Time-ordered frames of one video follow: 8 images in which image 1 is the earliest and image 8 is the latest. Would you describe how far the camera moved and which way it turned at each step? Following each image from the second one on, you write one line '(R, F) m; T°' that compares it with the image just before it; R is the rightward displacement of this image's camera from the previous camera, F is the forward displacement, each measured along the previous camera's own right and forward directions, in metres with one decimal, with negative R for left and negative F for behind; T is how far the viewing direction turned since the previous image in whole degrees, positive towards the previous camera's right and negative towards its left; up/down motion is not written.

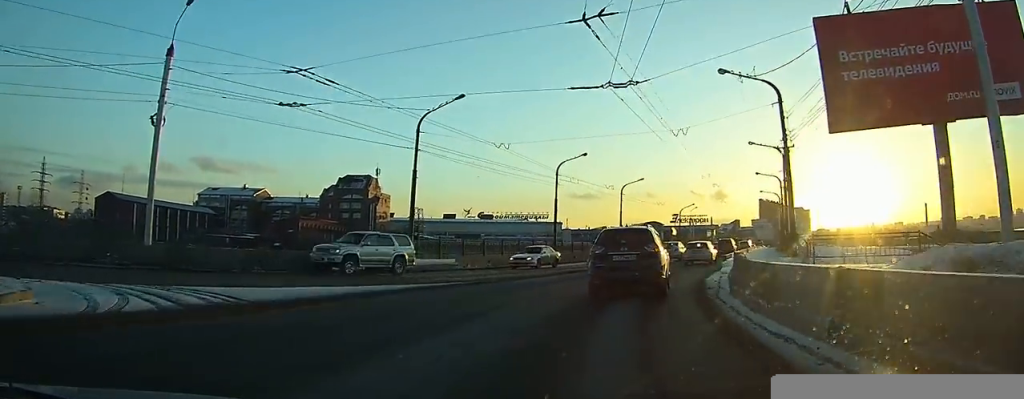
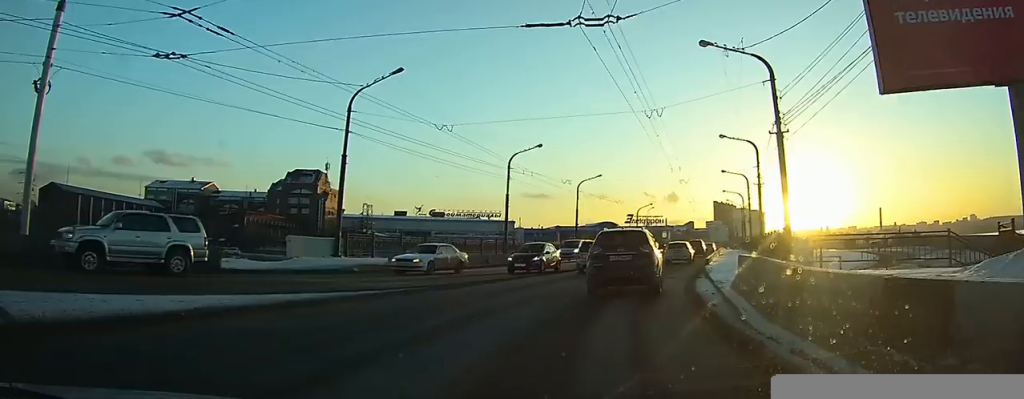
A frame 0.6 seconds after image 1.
(+0.3, +4.7) m; +6°
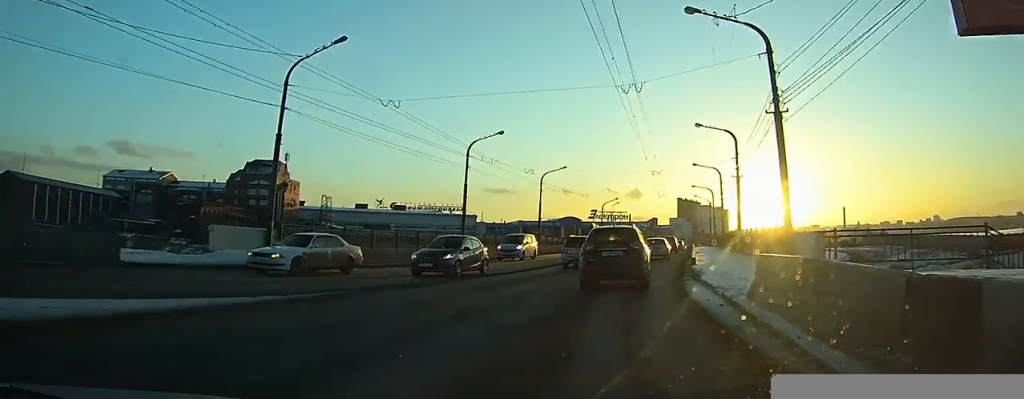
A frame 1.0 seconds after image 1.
(+0.1, +3.6) m; +4°
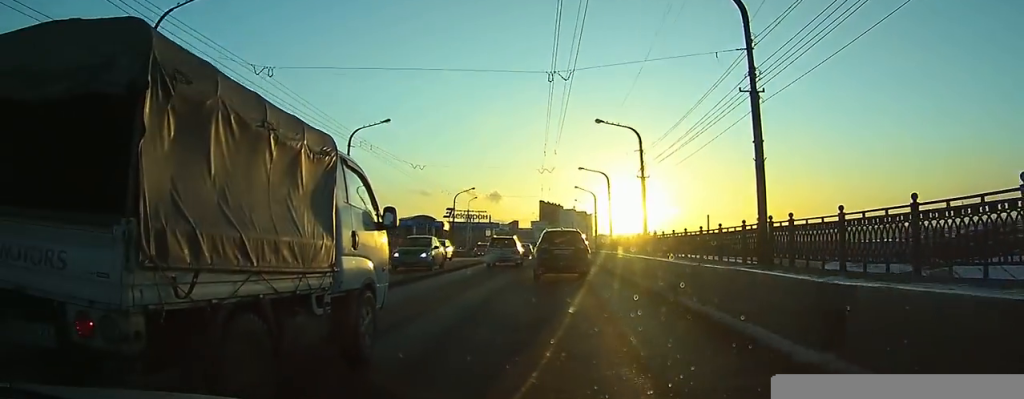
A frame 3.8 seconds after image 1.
(+5.5, +23.9) m; +21°
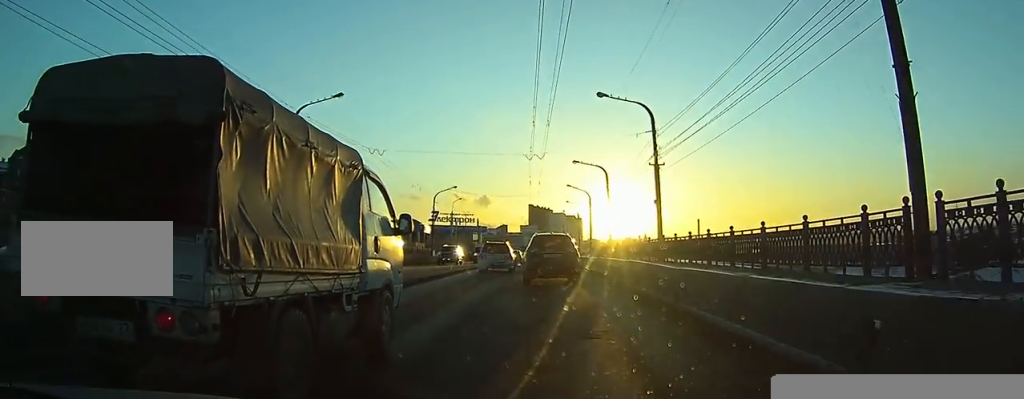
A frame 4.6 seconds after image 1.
(+0.2, +7.6) m; +3°
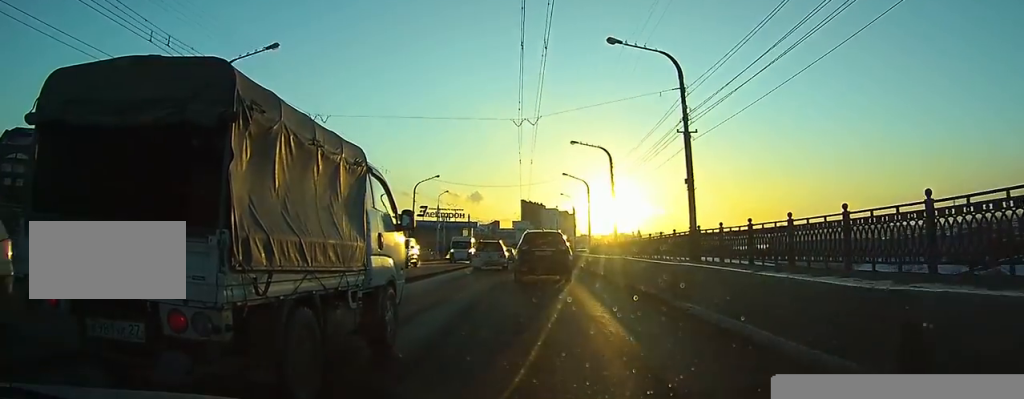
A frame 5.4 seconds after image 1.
(+0.1, +7.5) m; +2°
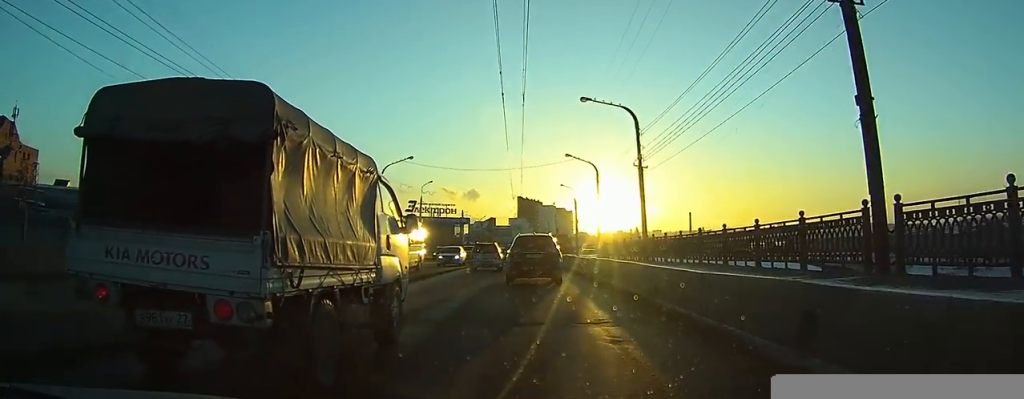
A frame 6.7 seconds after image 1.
(+0.4, +13.4) m; +2°
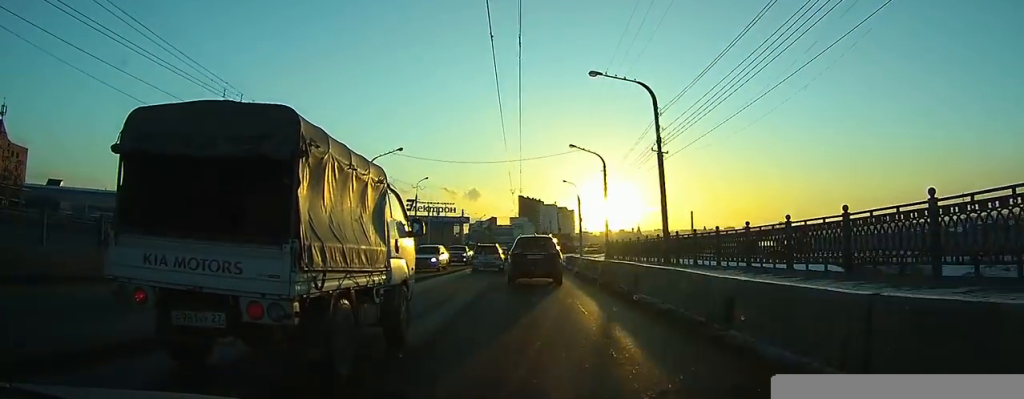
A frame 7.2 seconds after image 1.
(0.0, +5.1) m; 0°
